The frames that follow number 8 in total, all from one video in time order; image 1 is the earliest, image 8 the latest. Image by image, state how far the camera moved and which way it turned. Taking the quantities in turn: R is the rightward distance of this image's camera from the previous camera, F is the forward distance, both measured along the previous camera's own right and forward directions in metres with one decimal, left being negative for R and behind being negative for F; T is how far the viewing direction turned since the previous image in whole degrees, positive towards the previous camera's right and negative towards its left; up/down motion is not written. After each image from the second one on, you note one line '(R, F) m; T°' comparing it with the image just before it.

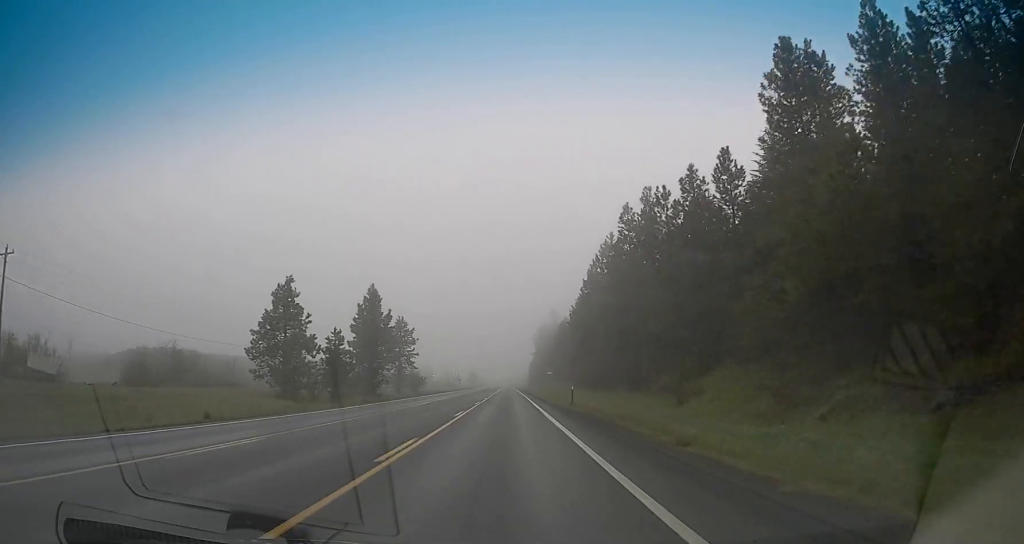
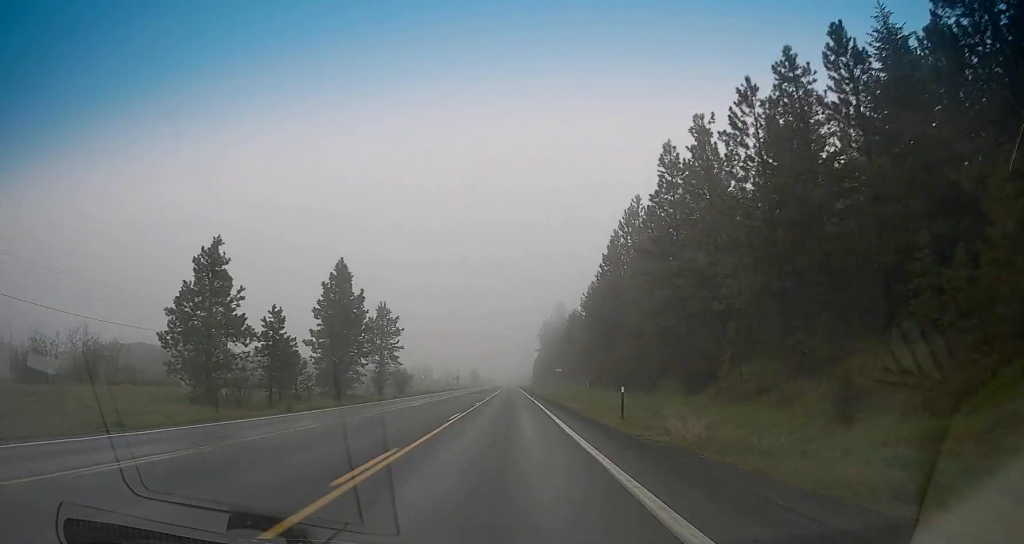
(-0.2, +18.1) m; 0°
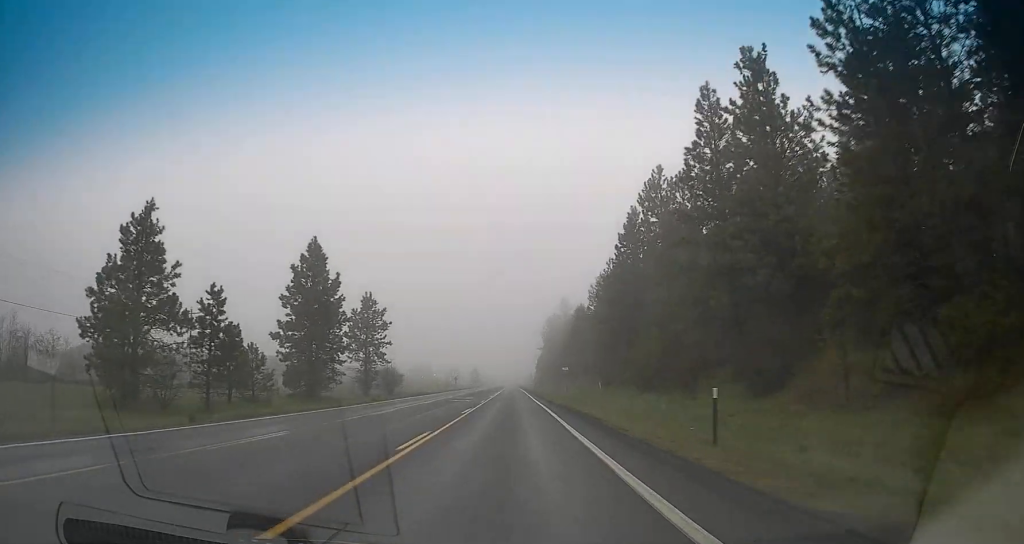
(+0.1, +10.7) m; 0°
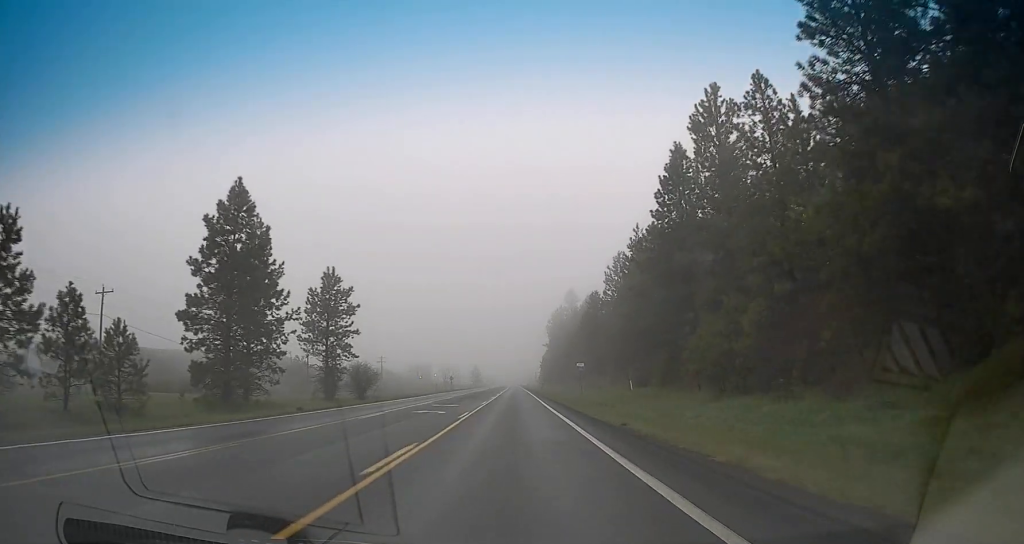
(0.0, +18.7) m; -1°
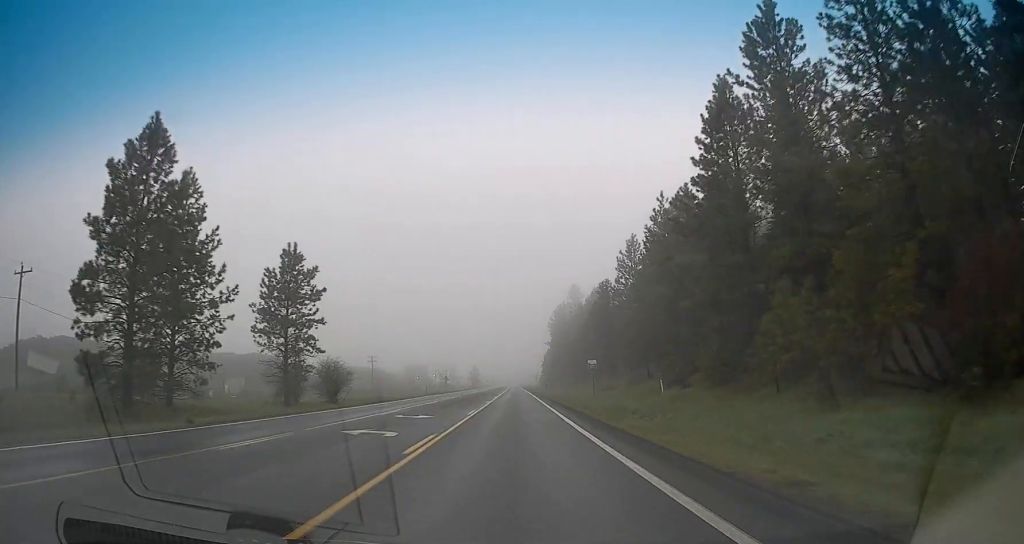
(-0.1, +12.0) m; -1°
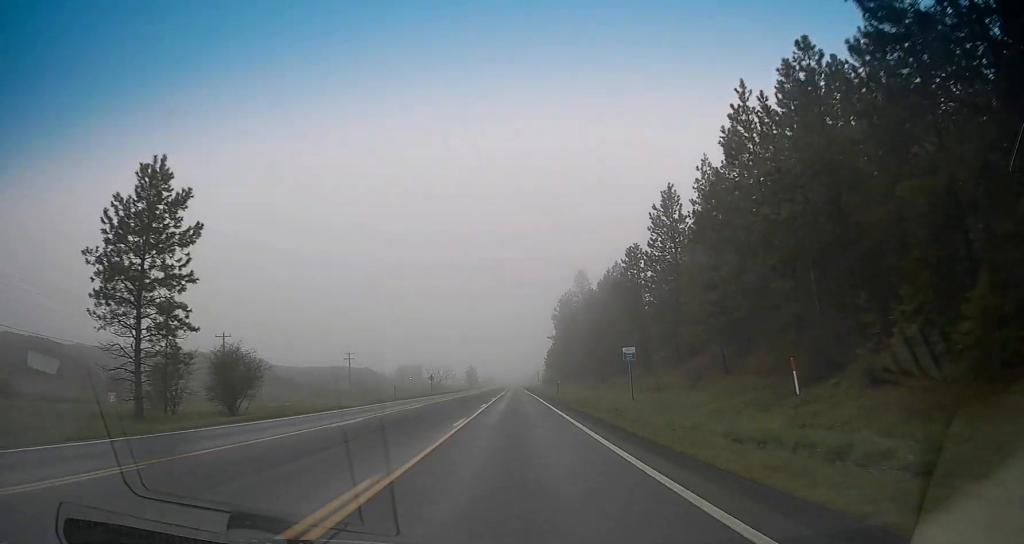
(-0.2, +22.6) m; +1°
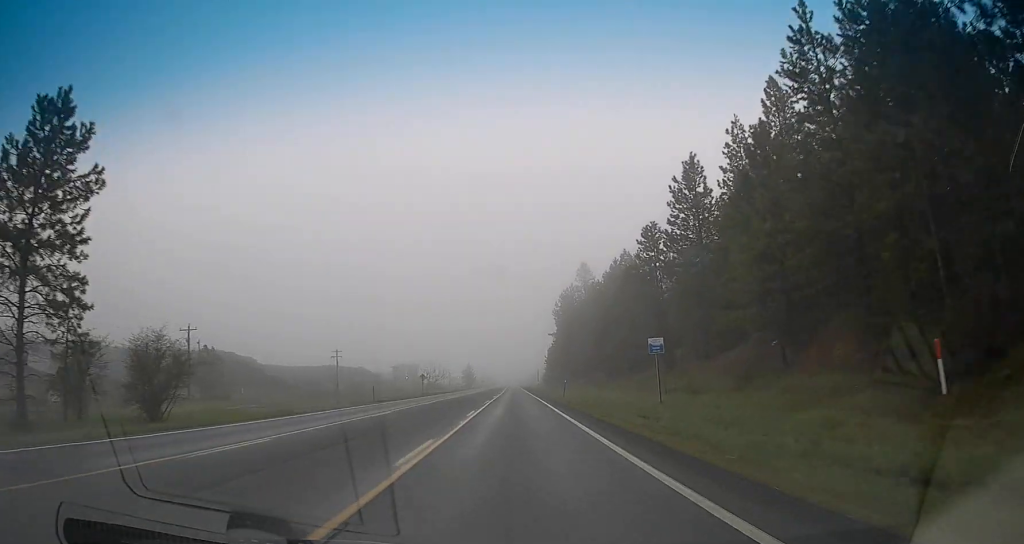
(+0.4, +9.3) m; +1°
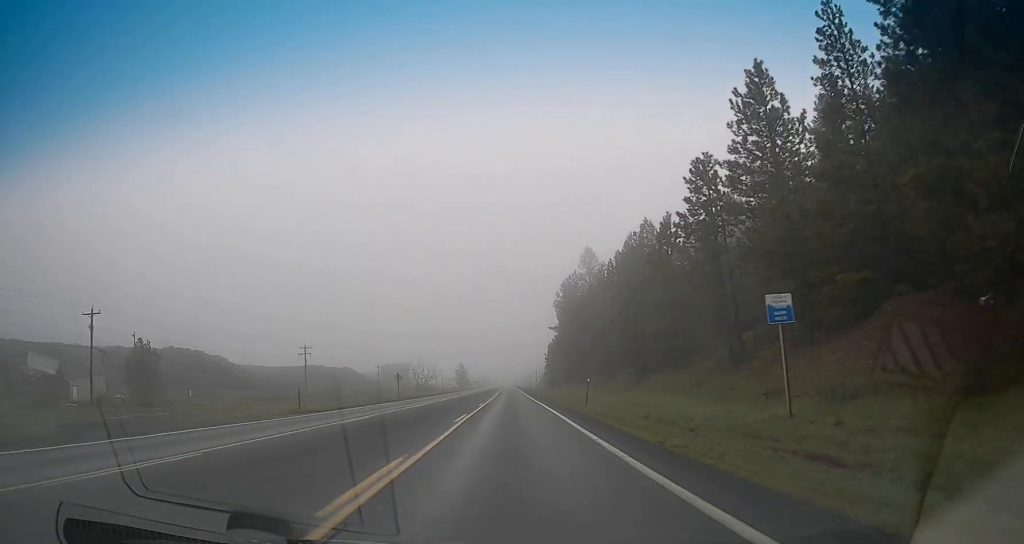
(-0.1, +18.6) m; 0°
